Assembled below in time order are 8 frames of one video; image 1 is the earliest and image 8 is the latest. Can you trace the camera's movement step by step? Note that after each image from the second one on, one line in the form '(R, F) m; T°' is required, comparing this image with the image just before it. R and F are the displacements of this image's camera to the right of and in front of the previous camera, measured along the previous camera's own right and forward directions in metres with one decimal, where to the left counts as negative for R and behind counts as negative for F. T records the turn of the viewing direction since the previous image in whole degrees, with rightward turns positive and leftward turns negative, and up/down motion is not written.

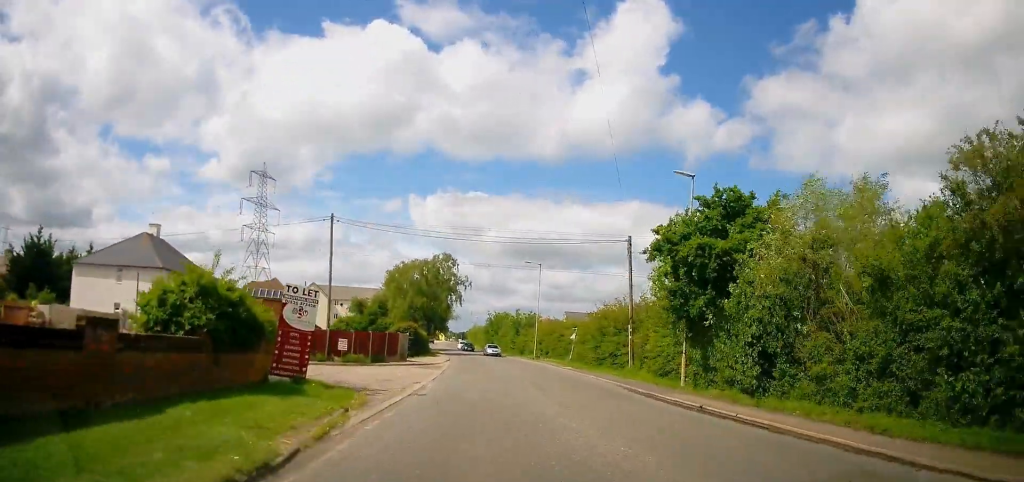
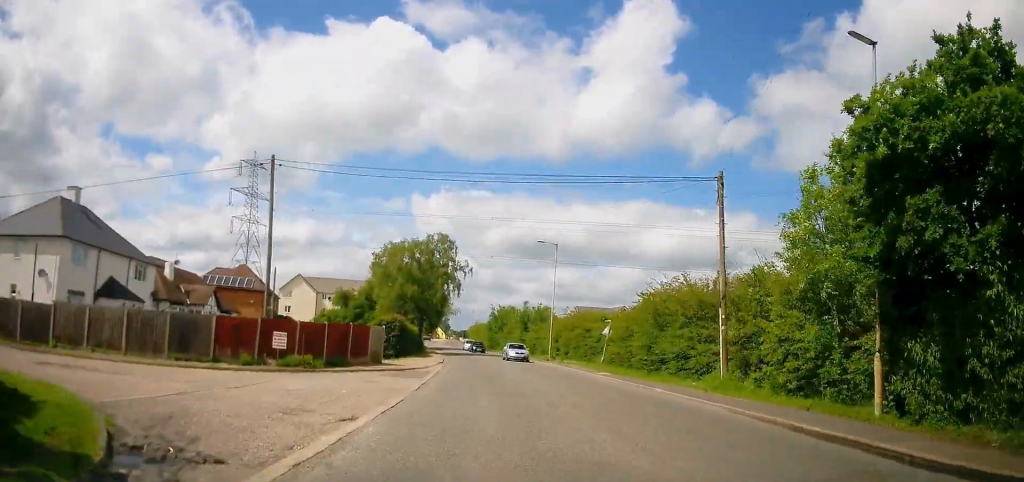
(-0.2, +11.4) m; -1°
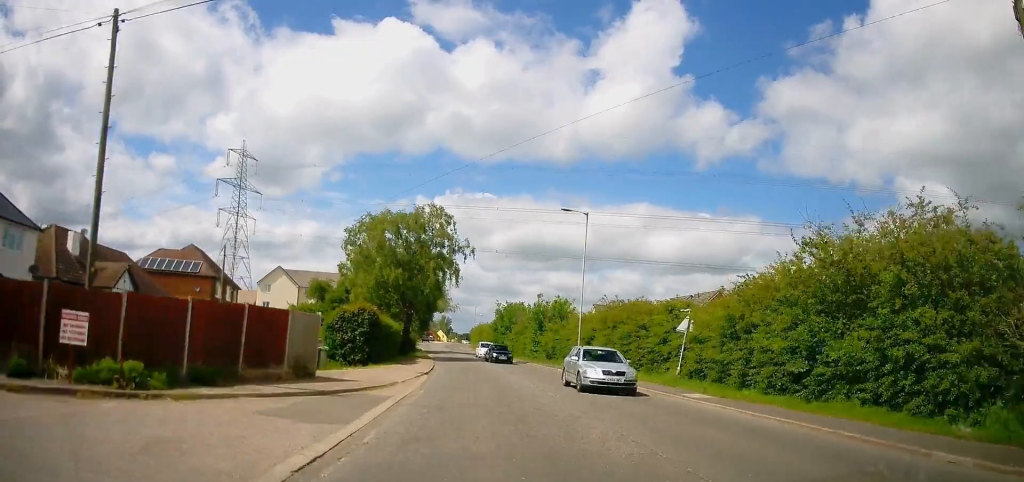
(+0.1, +13.1) m; 0°
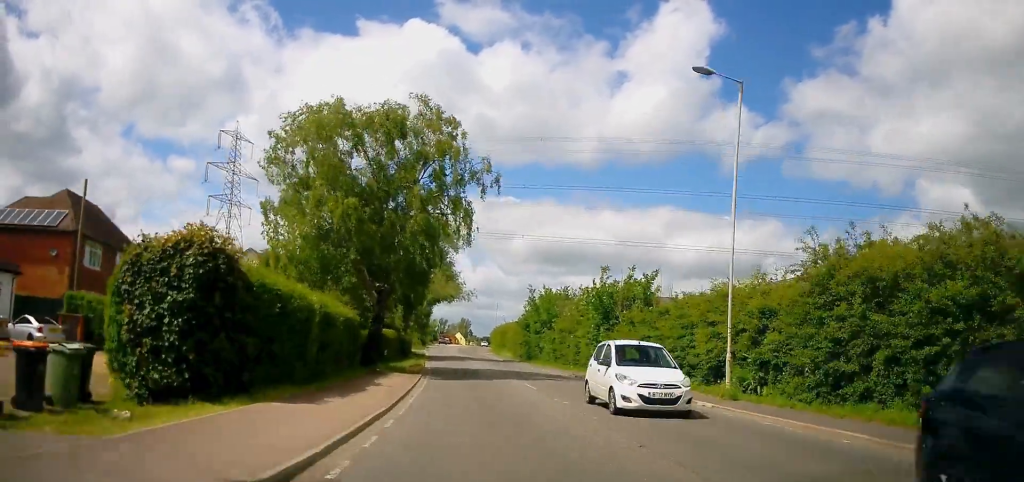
(-0.6, +20.9) m; -3°
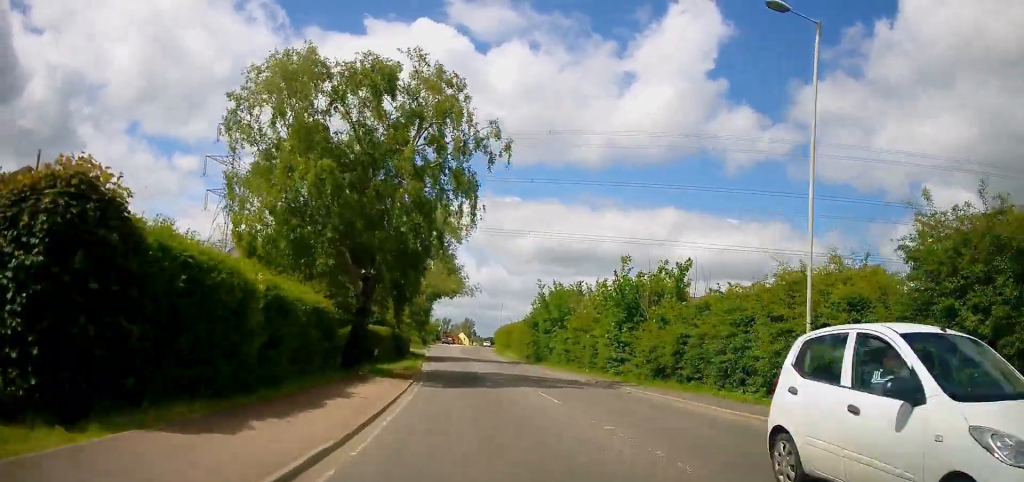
(0.0, +4.3) m; 0°
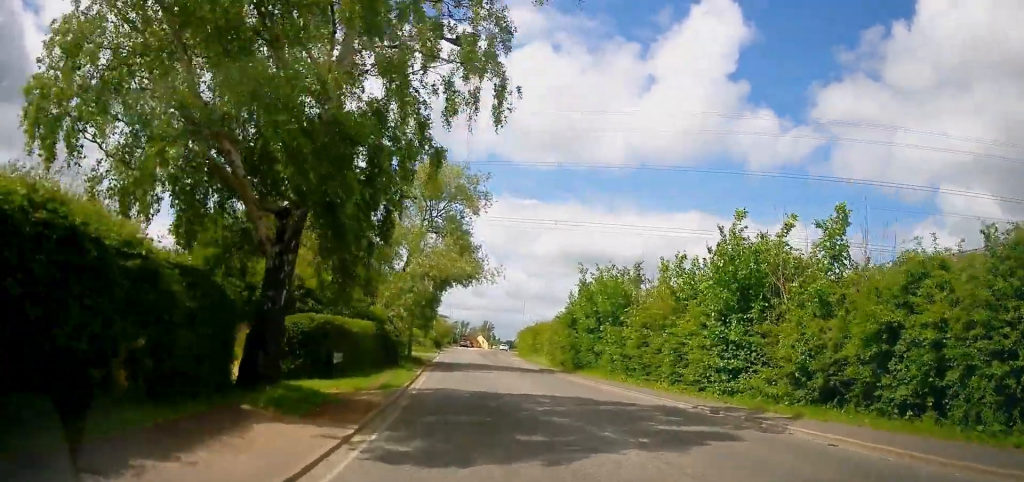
(0.0, +11.6) m; 0°
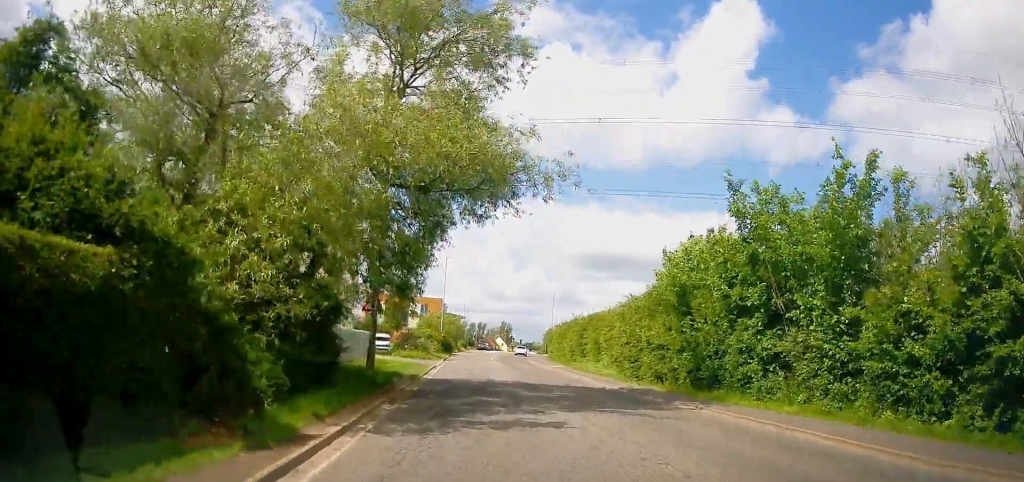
(-0.5, +19.6) m; -3°
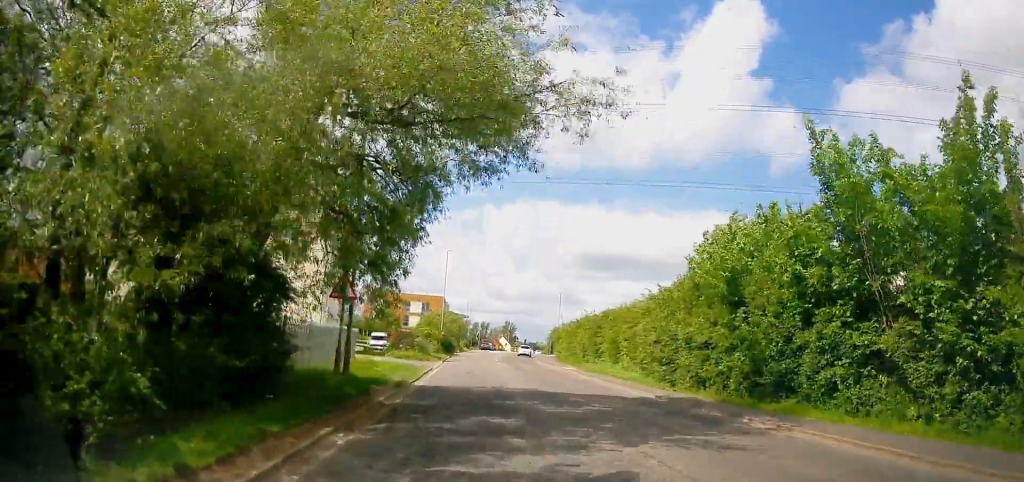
(0.0, +4.4) m; 0°
